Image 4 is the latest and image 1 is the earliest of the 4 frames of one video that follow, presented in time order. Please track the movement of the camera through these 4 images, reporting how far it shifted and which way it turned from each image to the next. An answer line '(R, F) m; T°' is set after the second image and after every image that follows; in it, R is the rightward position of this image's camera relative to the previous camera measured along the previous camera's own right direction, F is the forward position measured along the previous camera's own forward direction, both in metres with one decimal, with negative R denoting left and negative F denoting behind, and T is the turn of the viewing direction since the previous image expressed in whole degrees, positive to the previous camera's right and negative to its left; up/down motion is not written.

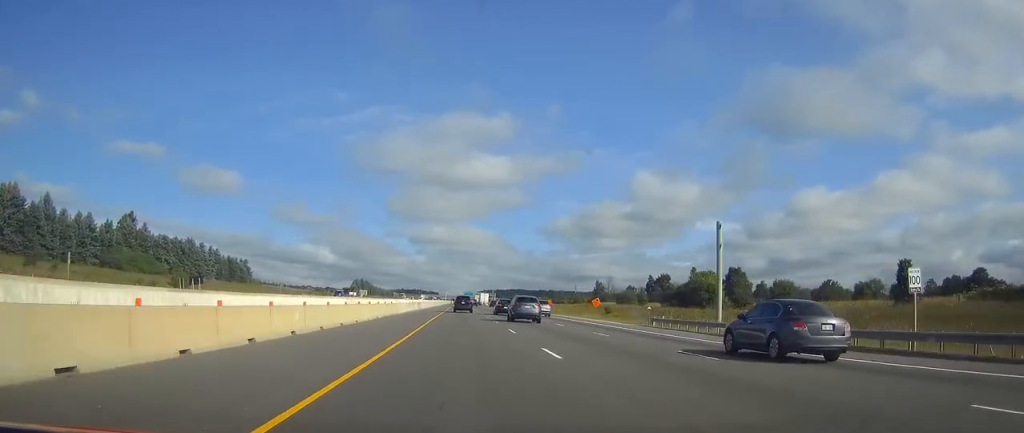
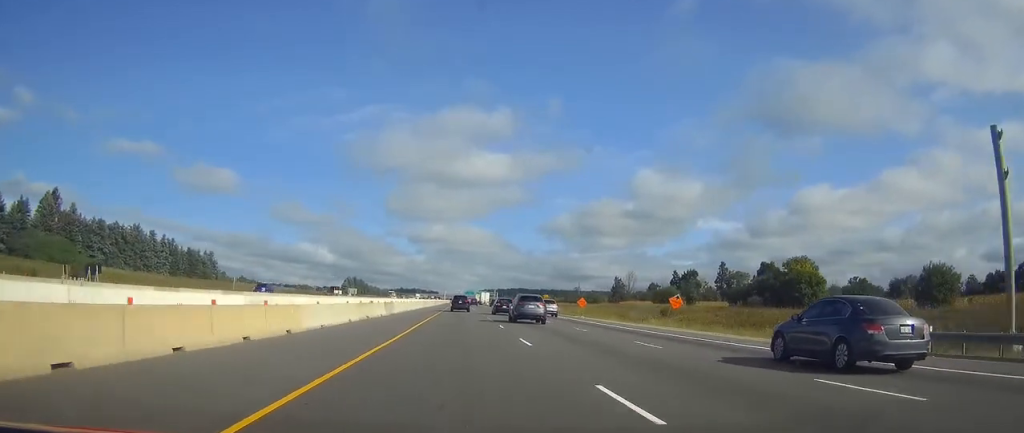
(+0.1, +31.9) m; 0°
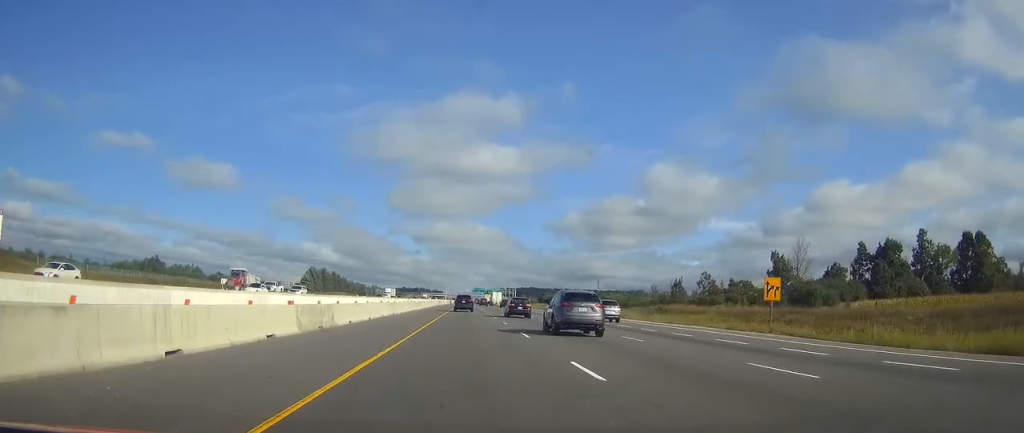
(-0.9, +115.9) m; -1°
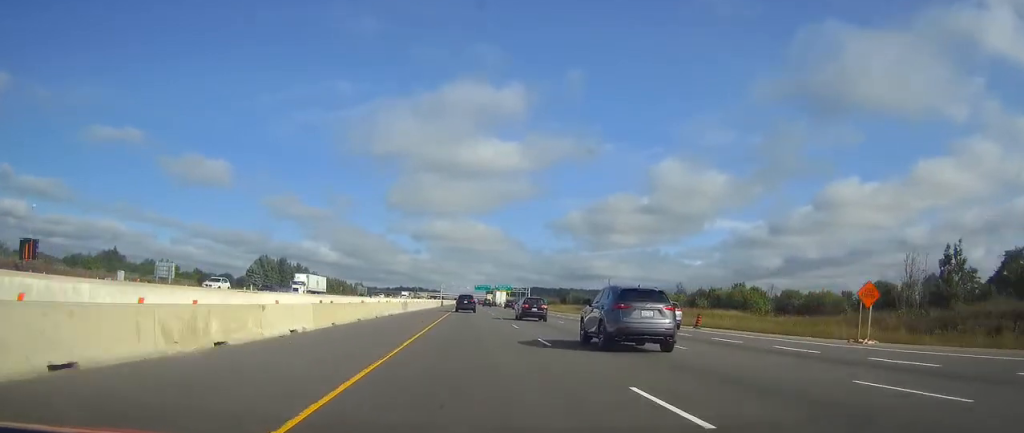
(-0.1, +75.4) m; 0°
